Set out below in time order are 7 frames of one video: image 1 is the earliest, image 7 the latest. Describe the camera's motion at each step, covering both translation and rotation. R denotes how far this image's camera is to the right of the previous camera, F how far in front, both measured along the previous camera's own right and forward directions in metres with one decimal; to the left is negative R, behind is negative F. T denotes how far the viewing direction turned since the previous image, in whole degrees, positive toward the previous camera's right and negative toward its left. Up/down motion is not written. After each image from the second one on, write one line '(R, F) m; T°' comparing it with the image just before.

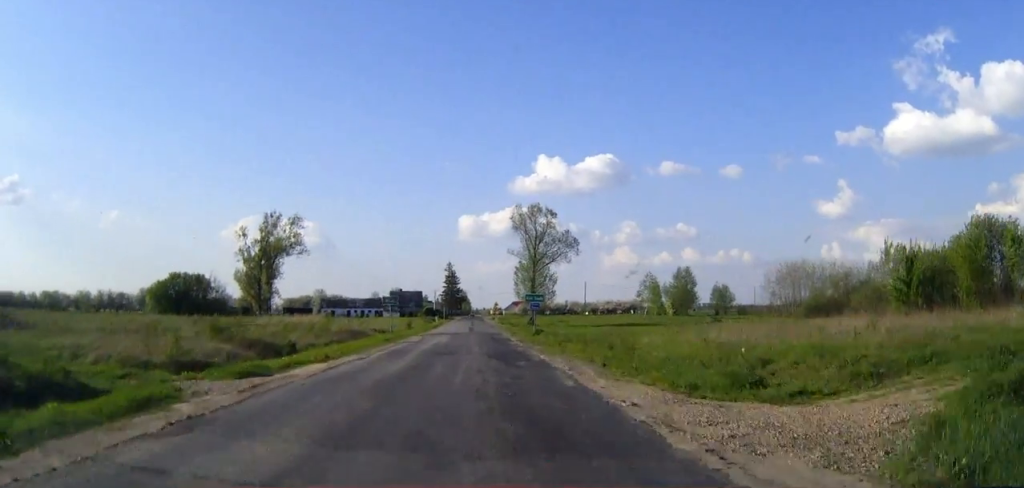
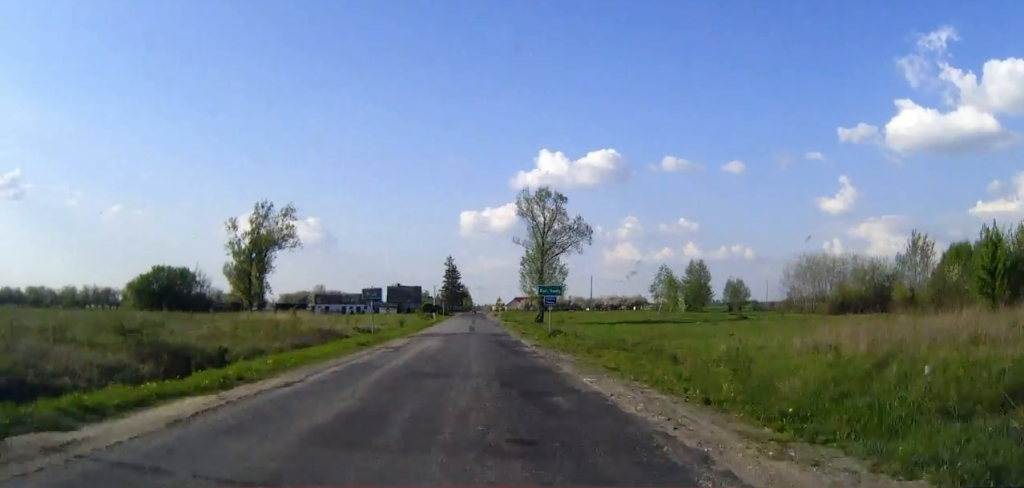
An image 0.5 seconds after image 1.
(0.0, +8.8) m; 0°
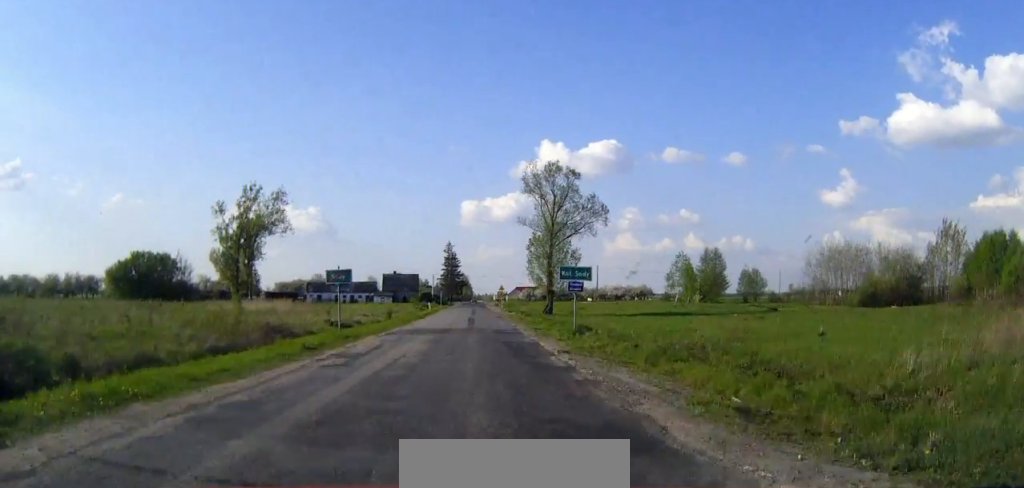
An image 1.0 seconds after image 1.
(0.0, +9.3) m; 0°
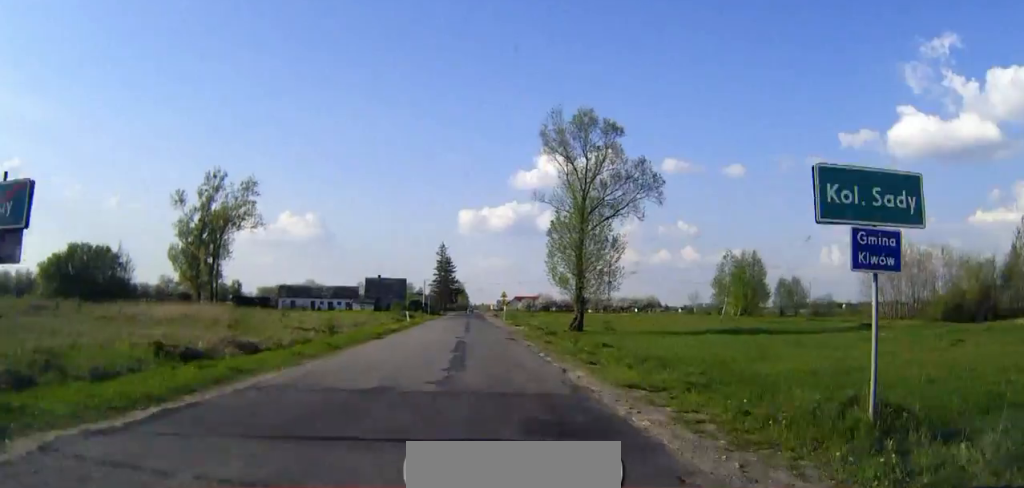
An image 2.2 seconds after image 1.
(-0.1, +21.8) m; 0°
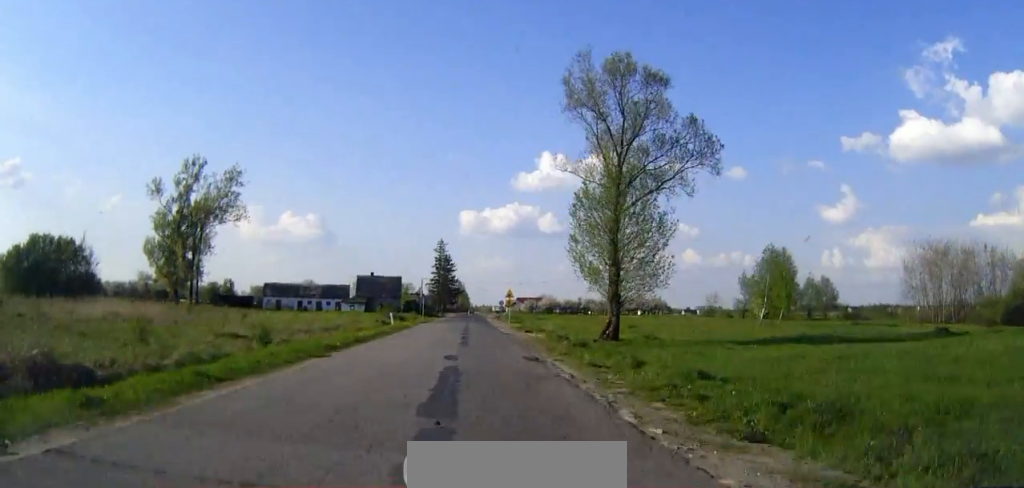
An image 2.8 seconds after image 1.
(0.0, +11.7) m; 0°
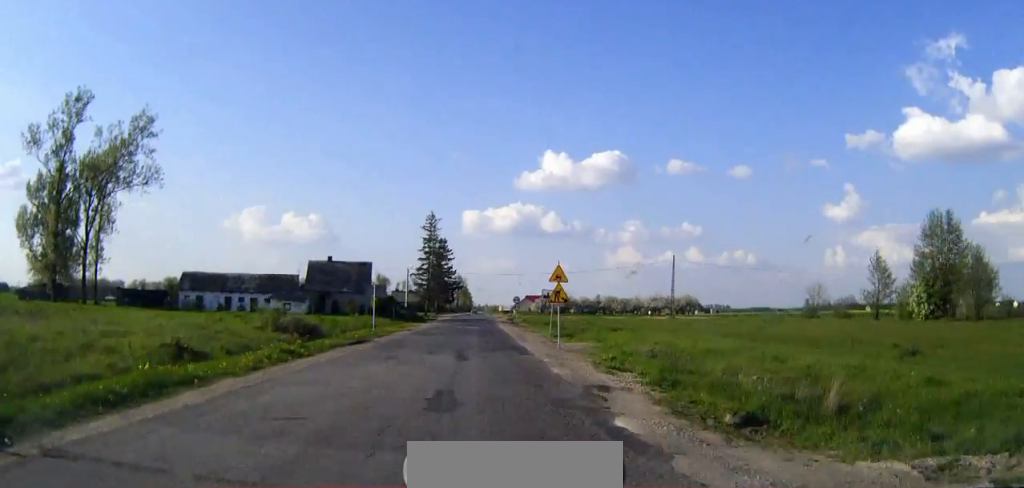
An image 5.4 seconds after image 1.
(-0.1, +42.4) m; 0°
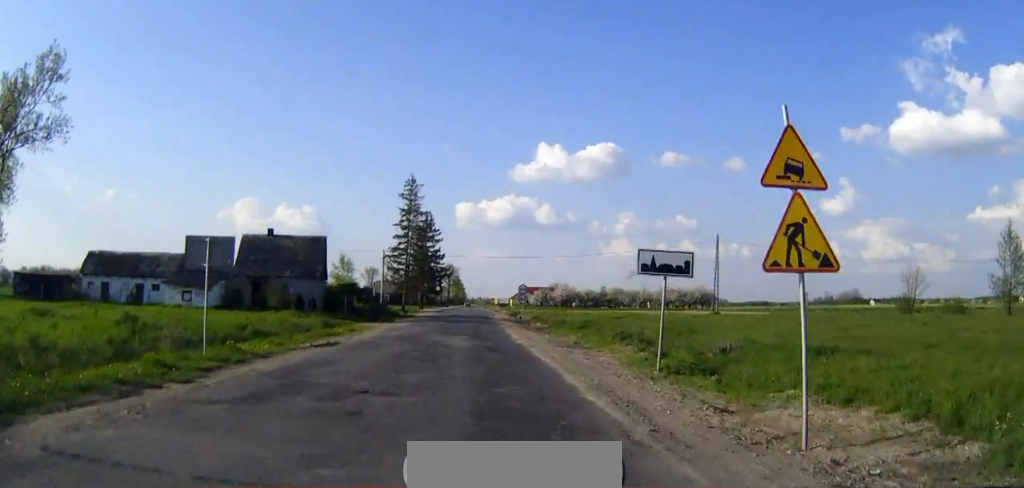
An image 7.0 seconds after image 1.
(0.0, +25.5) m; 0°
